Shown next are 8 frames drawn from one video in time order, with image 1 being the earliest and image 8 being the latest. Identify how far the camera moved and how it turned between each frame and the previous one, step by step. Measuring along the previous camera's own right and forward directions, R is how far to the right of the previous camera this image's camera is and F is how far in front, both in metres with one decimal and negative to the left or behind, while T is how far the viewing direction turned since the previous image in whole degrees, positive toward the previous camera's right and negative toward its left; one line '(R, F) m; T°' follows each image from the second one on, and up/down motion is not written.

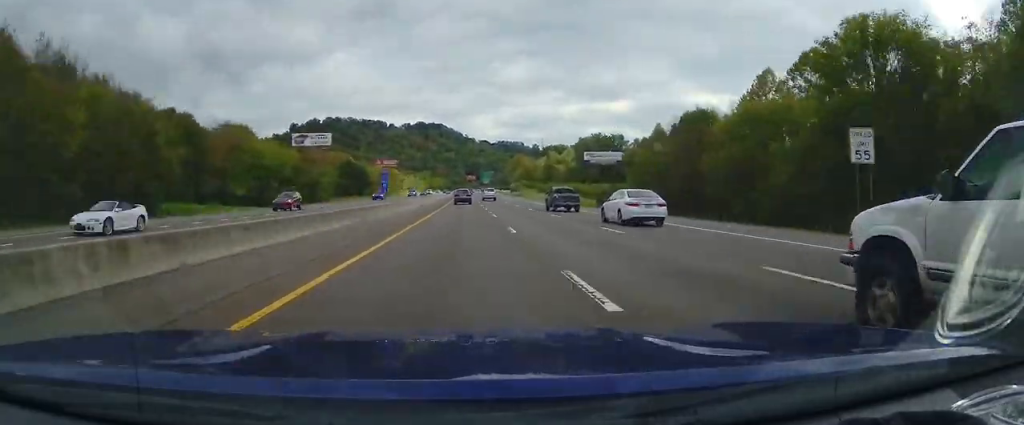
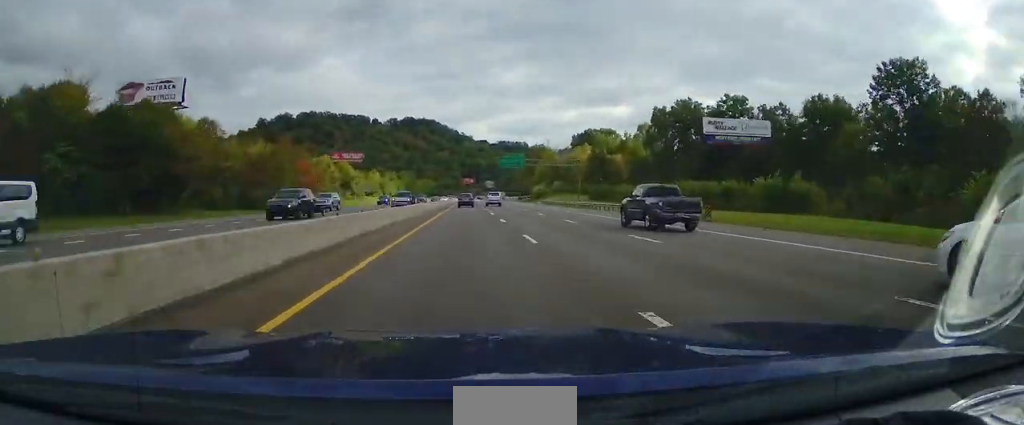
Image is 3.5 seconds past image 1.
(+0.1, +110.6) m; +1°
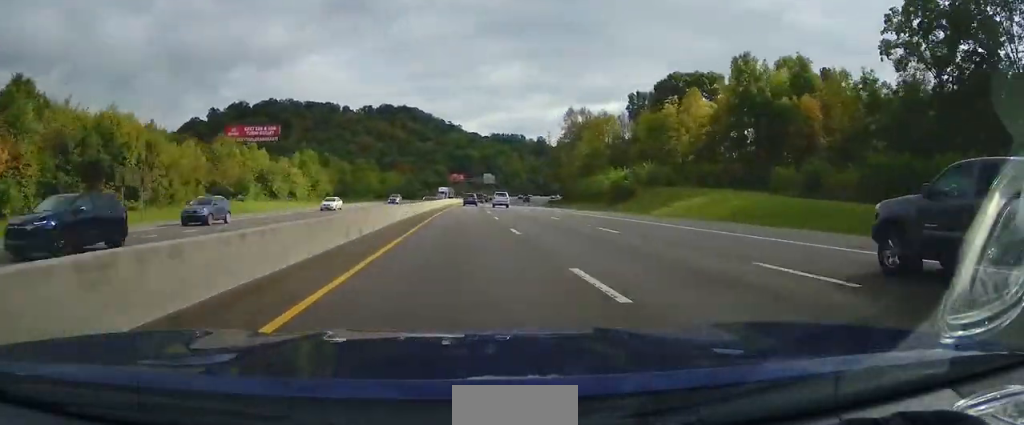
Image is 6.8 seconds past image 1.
(+1.6, +106.4) m; +4°
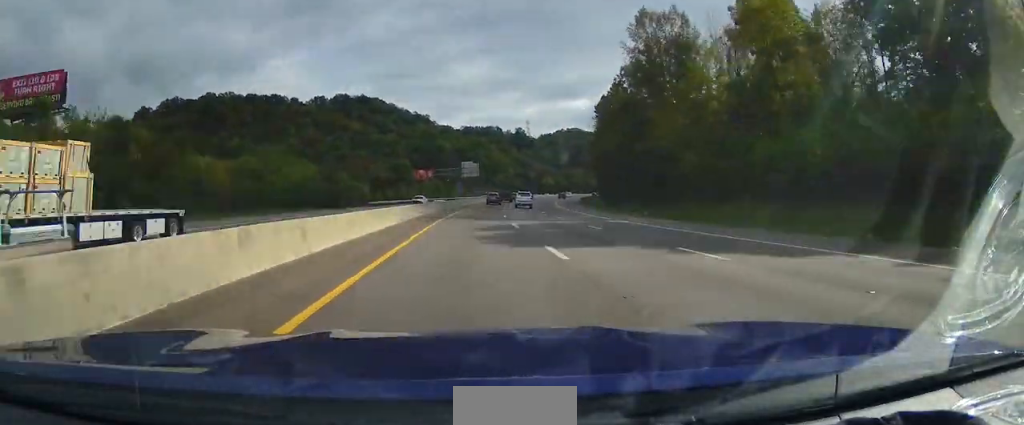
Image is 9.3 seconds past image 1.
(-1.2, +83.2) m; +6°
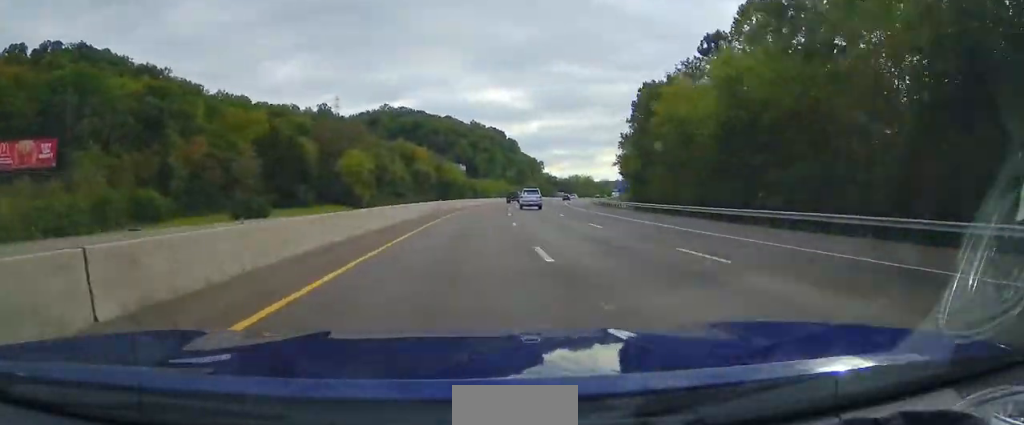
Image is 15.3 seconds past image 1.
(+42.4, +193.0) m; +21°
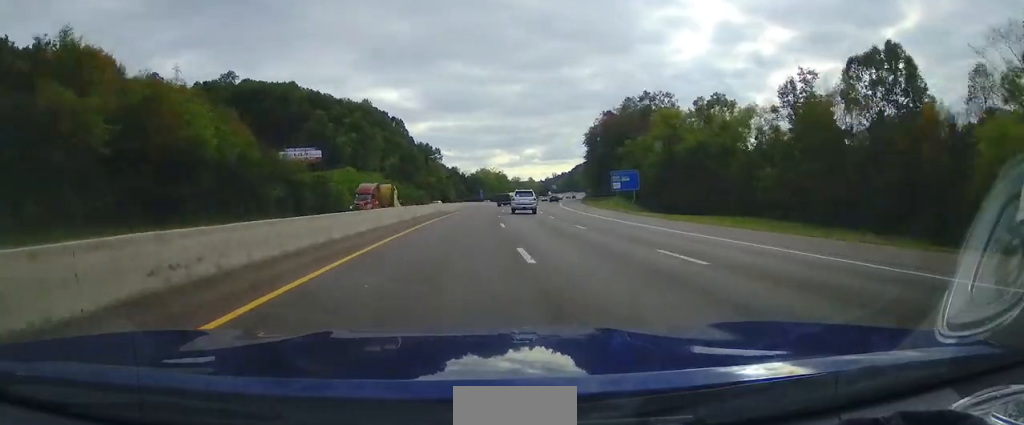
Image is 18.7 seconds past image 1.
(+10.0, +111.1) m; +7°
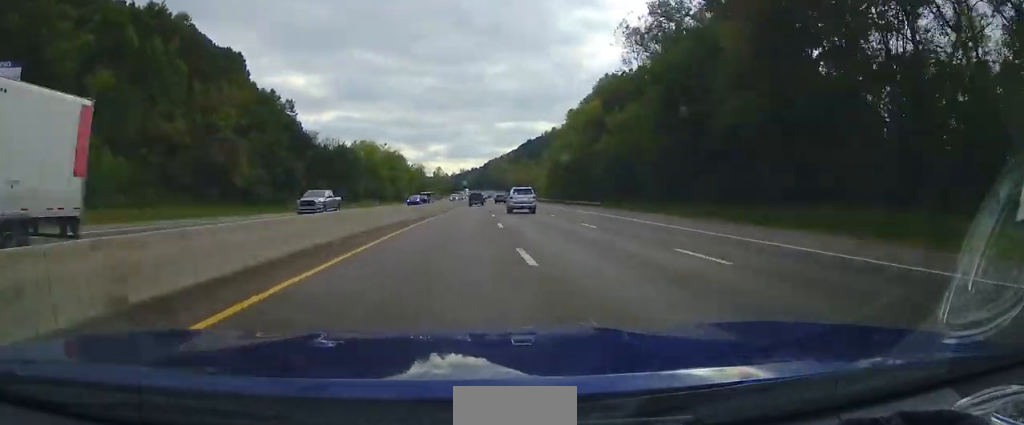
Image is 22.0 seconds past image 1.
(0.0, +111.8) m; +4°
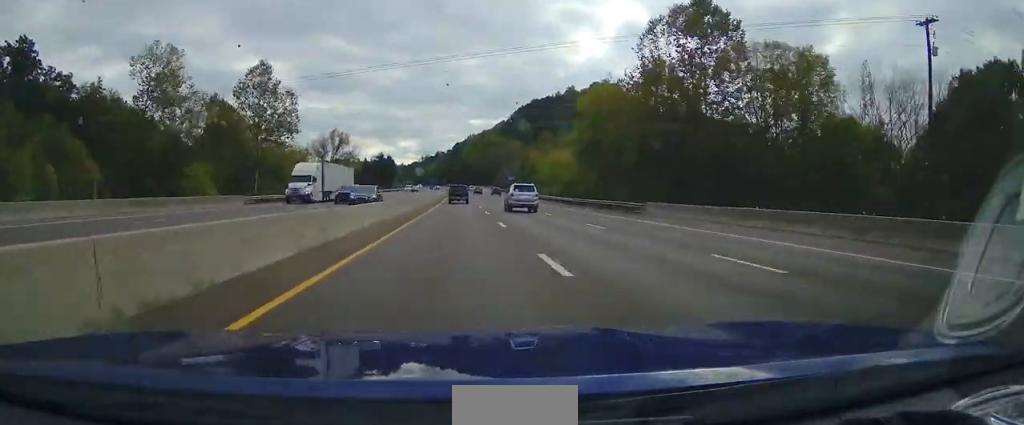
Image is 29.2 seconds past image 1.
(+16.5, +244.7) m; +3°
